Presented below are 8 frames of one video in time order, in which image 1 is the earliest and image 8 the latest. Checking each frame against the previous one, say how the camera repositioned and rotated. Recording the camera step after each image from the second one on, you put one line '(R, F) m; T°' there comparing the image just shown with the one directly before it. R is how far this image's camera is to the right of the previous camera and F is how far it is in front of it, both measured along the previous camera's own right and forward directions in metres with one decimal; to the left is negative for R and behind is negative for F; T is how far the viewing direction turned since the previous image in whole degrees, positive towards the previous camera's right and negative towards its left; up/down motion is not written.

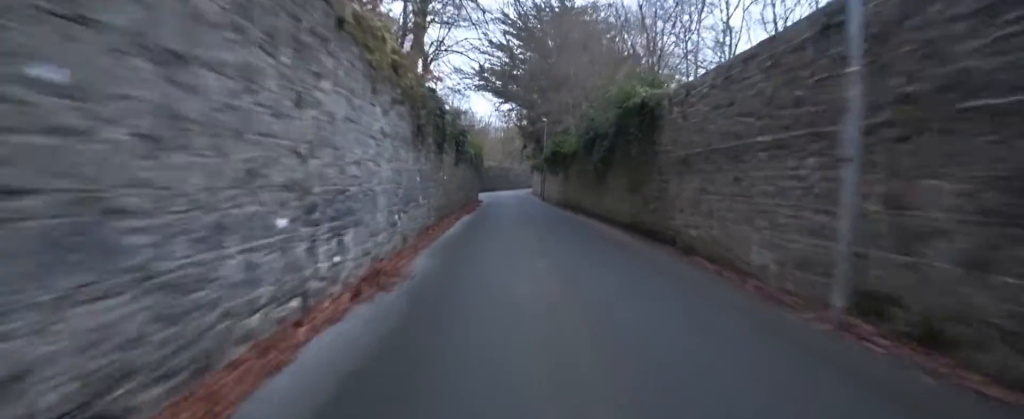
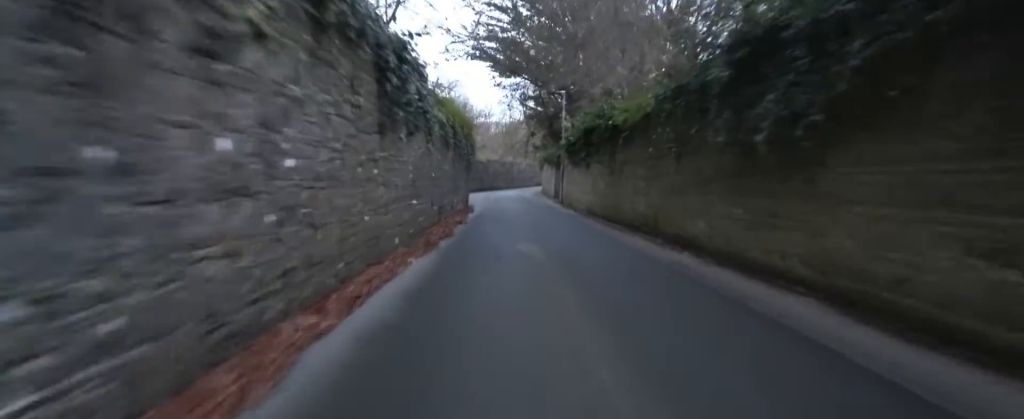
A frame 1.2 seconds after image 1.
(+0.1, +10.8) m; 0°
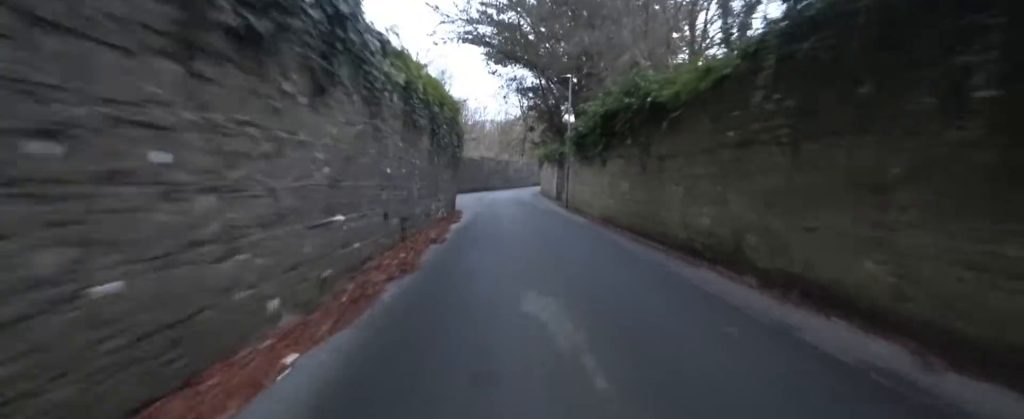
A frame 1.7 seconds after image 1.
(+0.2, +4.2) m; 0°
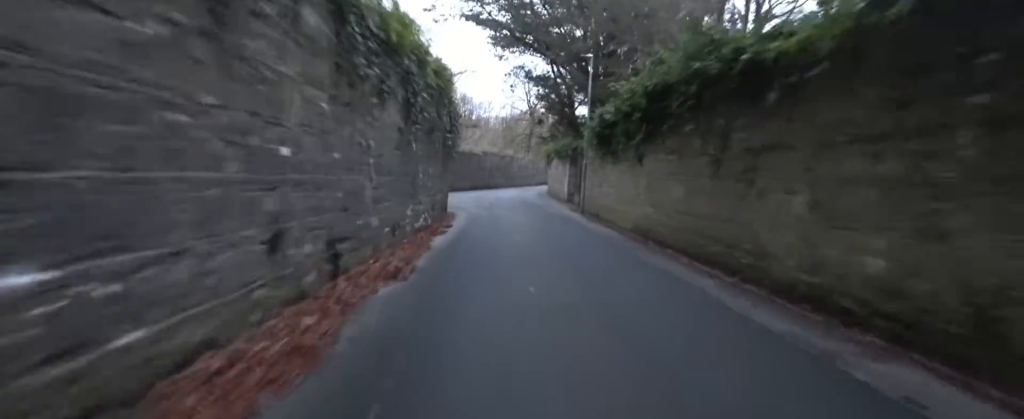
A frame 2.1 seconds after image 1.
(-0.2, +3.8) m; 0°
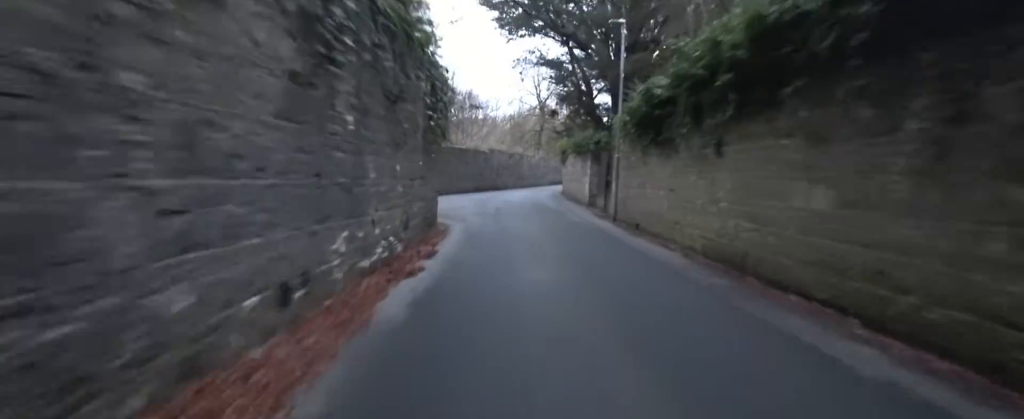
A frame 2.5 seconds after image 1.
(-0.2, +4.2) m; 0°
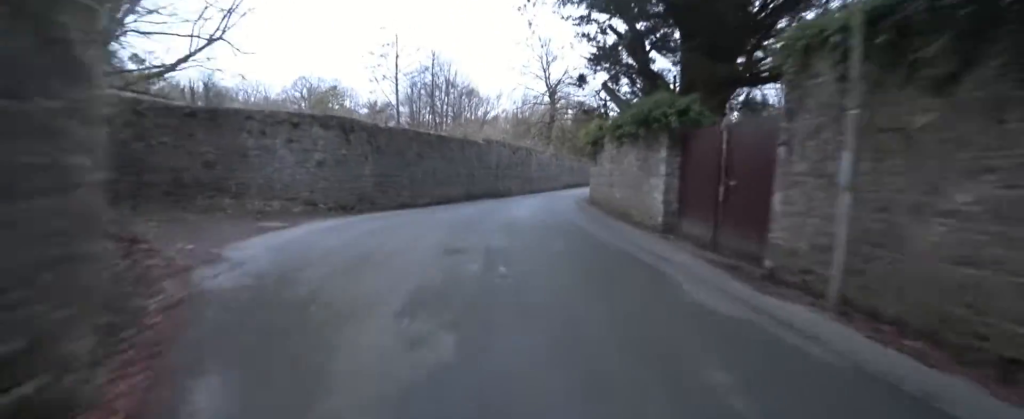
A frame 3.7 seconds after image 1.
(+0.5, +10.8) m; +3°
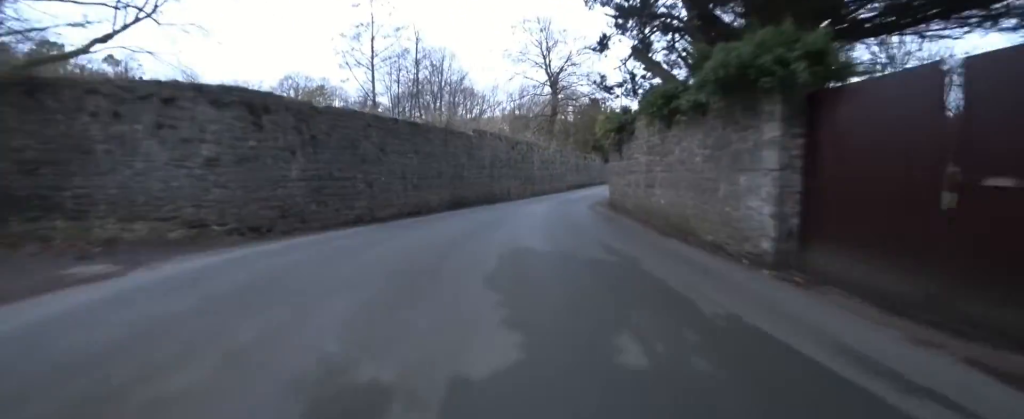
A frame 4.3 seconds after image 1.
(0.0, +5.4) m; 0°
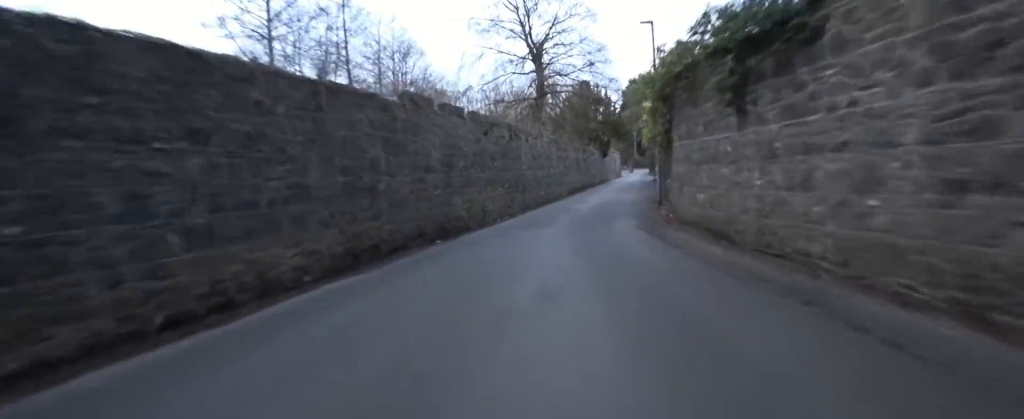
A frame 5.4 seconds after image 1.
(0.0, +10.3) m; 0°
